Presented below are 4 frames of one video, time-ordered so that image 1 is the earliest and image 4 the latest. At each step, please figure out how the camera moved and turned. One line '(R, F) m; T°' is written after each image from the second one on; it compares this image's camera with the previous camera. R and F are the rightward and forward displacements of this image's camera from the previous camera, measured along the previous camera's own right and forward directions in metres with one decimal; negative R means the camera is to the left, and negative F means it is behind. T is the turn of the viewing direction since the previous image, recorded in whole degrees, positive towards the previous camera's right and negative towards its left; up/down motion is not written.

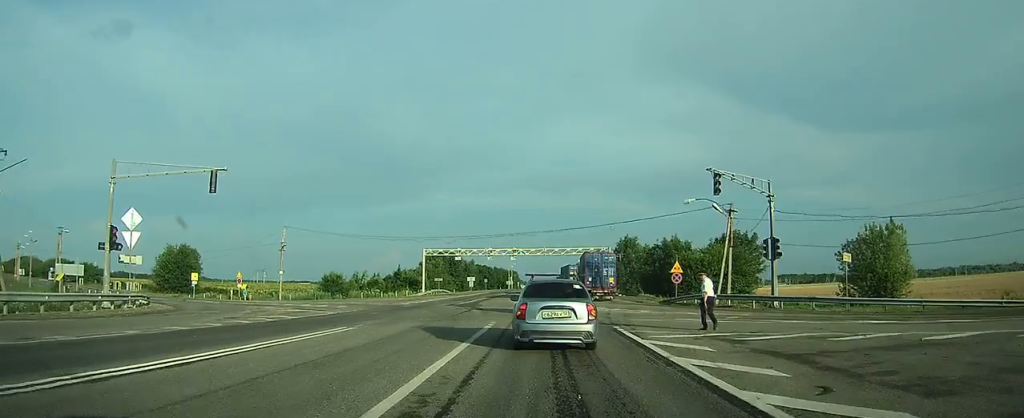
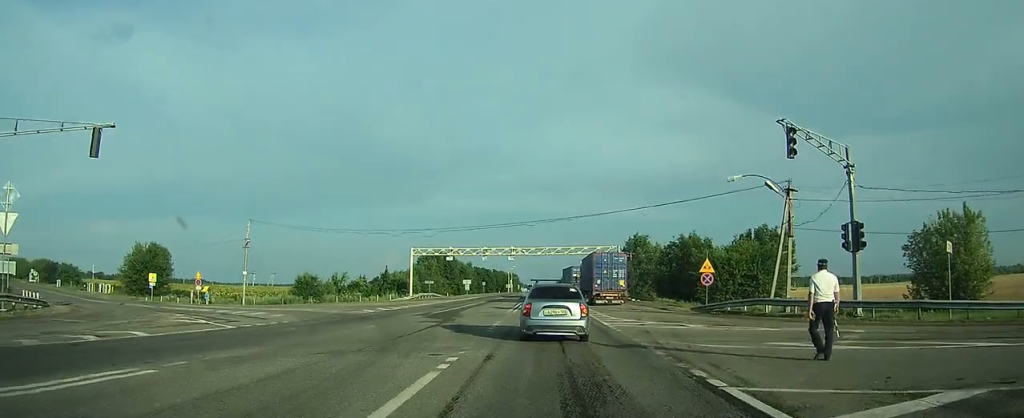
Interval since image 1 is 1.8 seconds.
(0.0, +8.4) m; 0°
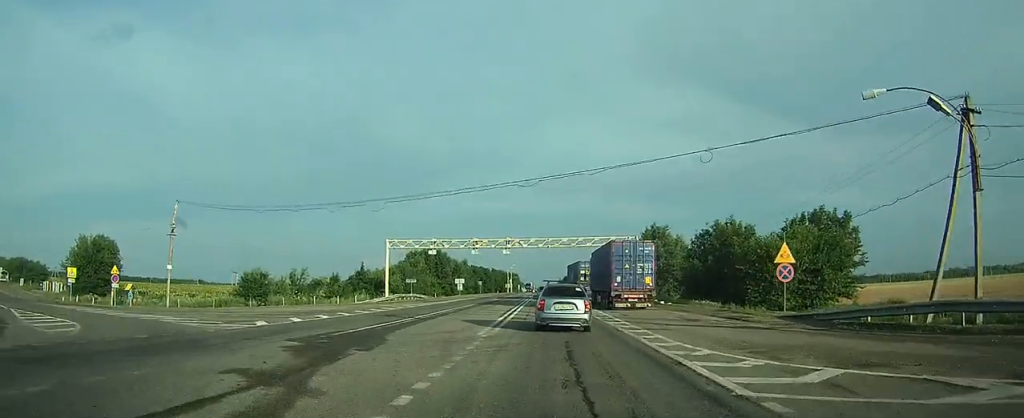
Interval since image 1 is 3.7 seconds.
(-0.2, +9.6) m; -1°
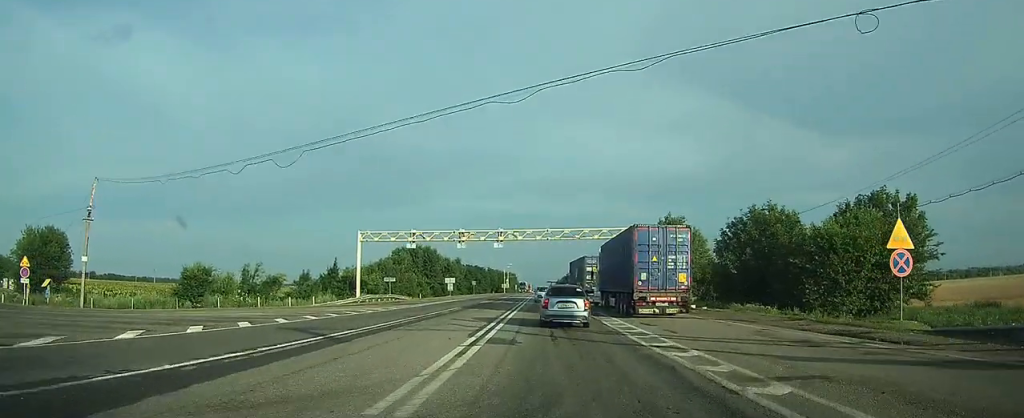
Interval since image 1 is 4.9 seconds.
(0.0, +7.4) m; +1°
